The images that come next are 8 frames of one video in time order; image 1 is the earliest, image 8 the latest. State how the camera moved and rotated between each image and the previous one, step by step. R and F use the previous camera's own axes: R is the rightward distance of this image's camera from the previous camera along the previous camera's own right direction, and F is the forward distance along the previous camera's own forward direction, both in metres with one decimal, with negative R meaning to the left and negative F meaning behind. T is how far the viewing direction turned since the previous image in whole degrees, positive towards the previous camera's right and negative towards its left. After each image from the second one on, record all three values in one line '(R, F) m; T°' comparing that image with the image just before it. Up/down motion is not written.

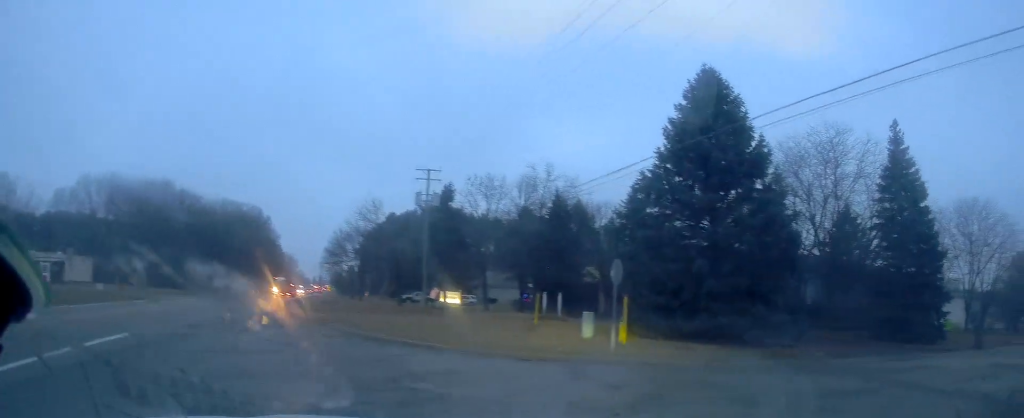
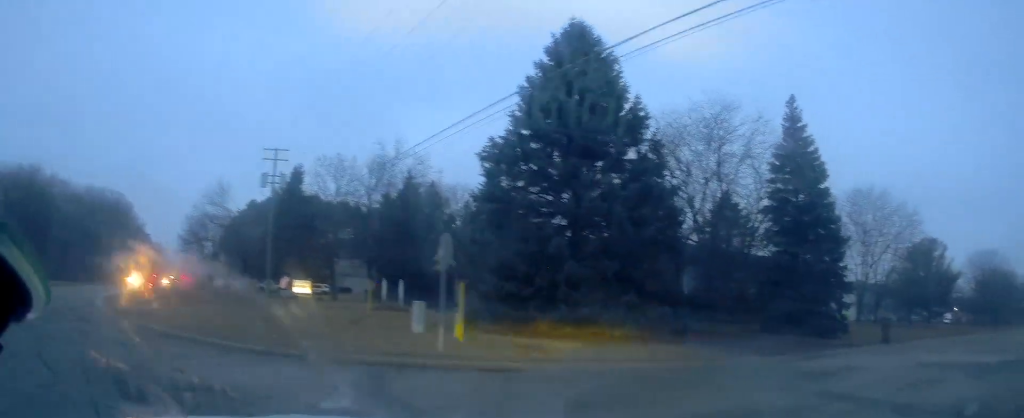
(+0.5, +4.4) m; +13°
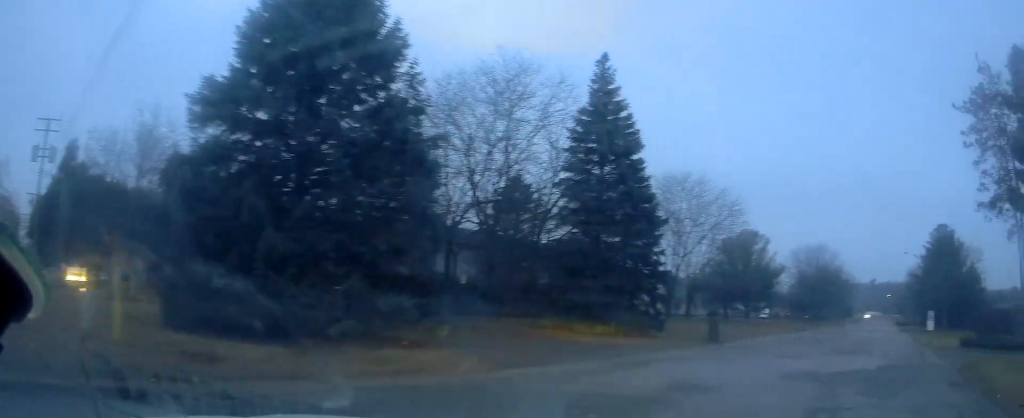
(+1.1, +5.8) m; +21°
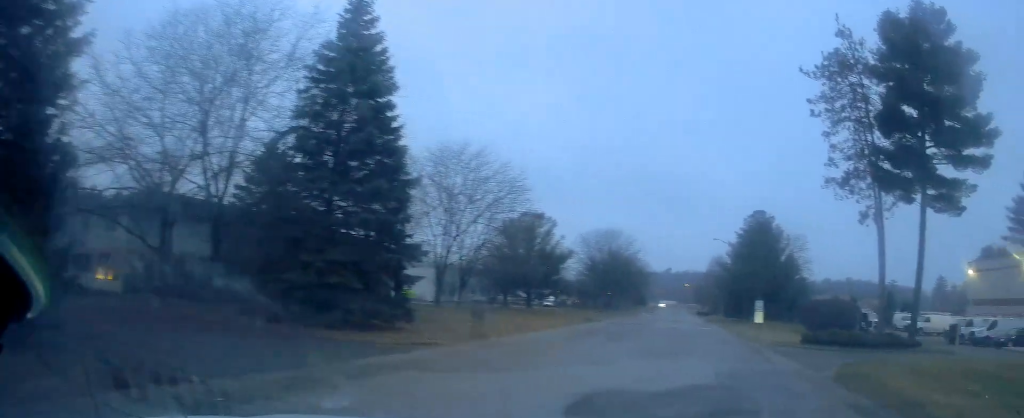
(+1.2, +6.1) m; +17°
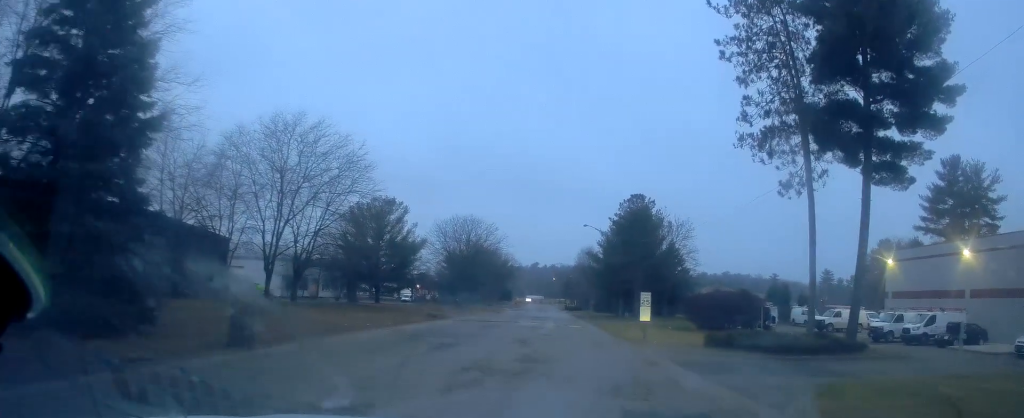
(+0.8, +7.3) m; +17°
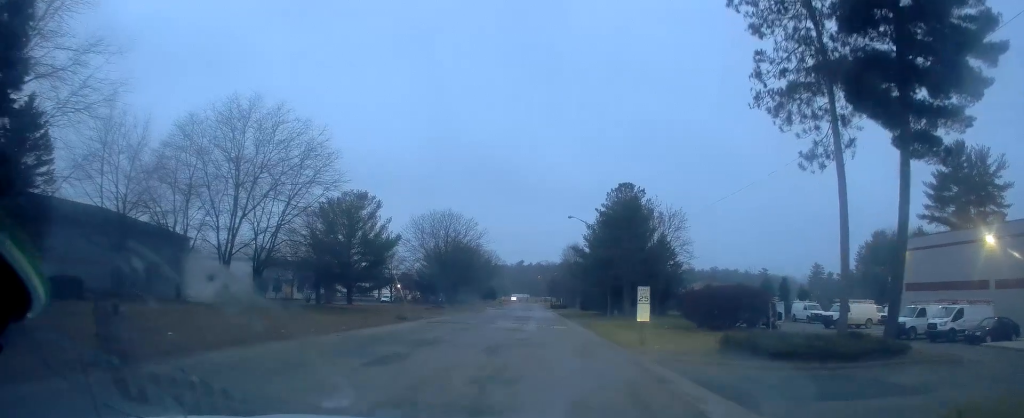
(+0.7, +4.4) m; +5°
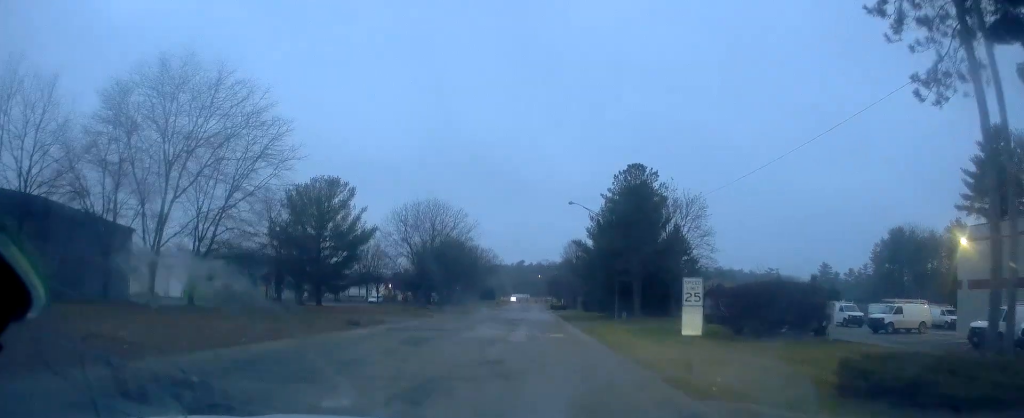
(0.0, +8.6) m; -3°
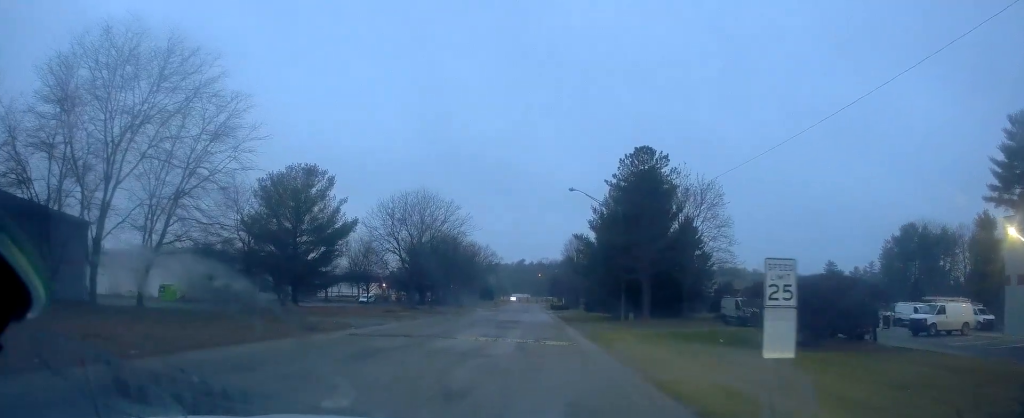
(0.0, +5.7) m; 0°
